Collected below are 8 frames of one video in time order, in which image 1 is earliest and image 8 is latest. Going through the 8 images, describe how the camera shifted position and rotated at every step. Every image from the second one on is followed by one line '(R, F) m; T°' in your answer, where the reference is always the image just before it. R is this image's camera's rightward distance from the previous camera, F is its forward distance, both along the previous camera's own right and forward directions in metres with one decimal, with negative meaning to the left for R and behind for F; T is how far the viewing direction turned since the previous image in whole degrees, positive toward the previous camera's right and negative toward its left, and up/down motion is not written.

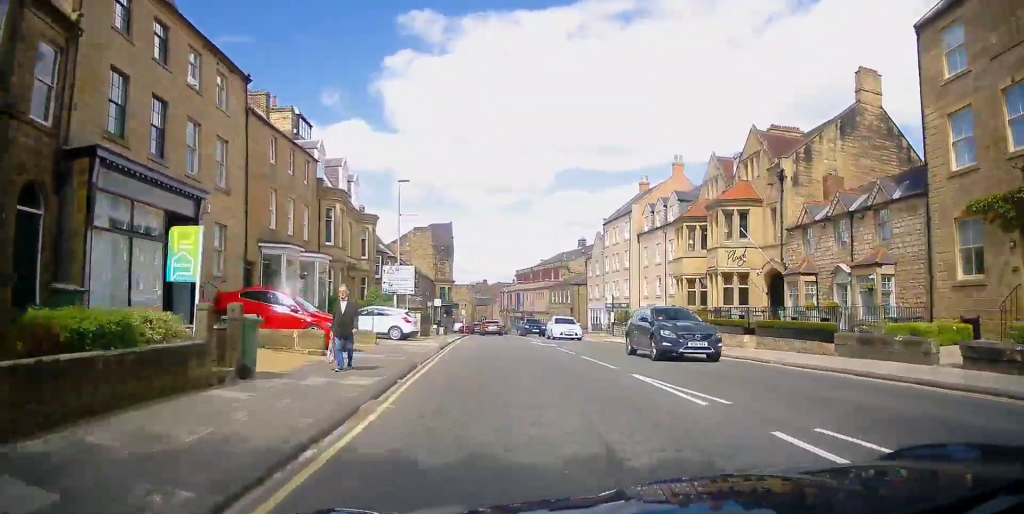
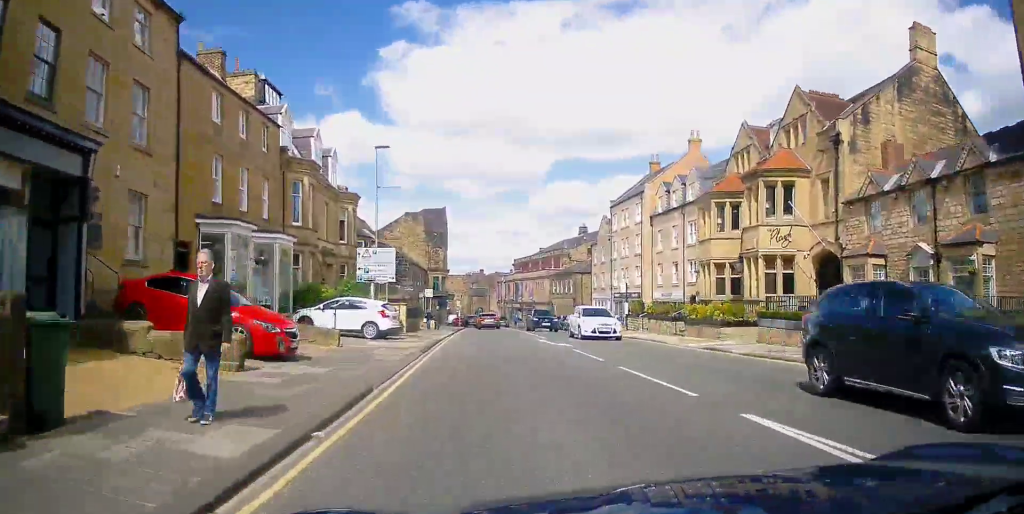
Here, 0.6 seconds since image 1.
(+0.2, +5.3) m; 0°
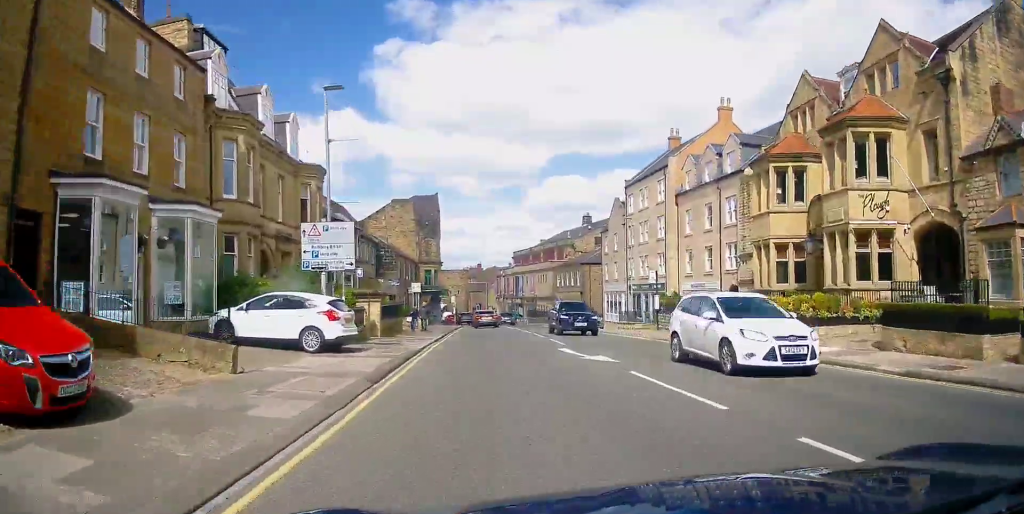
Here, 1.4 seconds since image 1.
(-0.1, +7.5) m; -1°
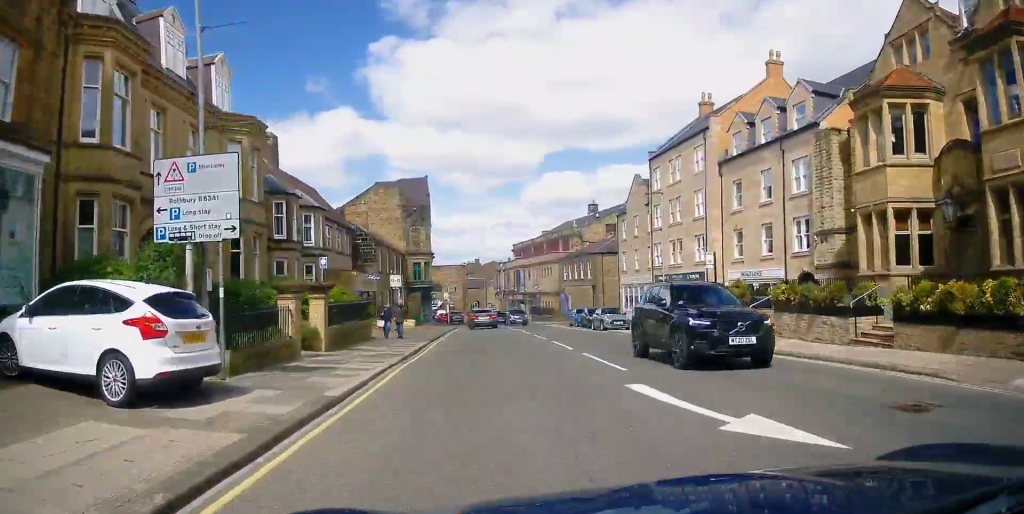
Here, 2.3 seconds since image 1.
(-0.1, +8.4) m; 0°
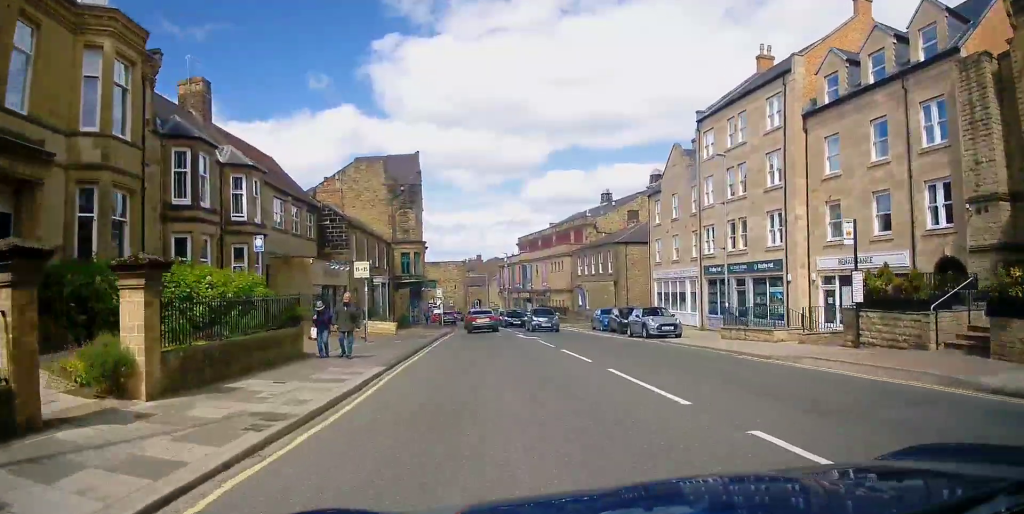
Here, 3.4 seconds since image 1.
(+0.1, +9.8) m; +1°
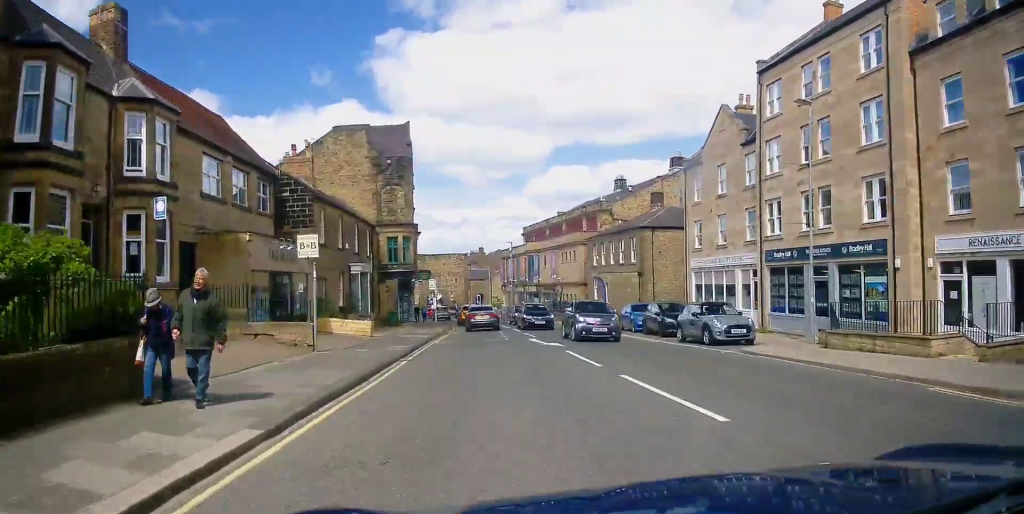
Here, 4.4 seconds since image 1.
(+0.1, +7.7) m; -2°
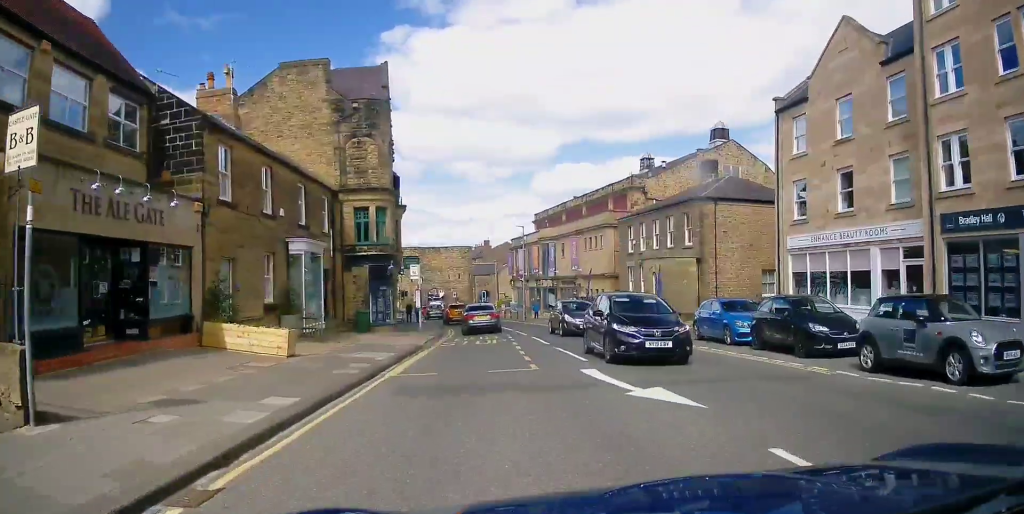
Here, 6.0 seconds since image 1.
(-0.5, +11.3) m; -1°
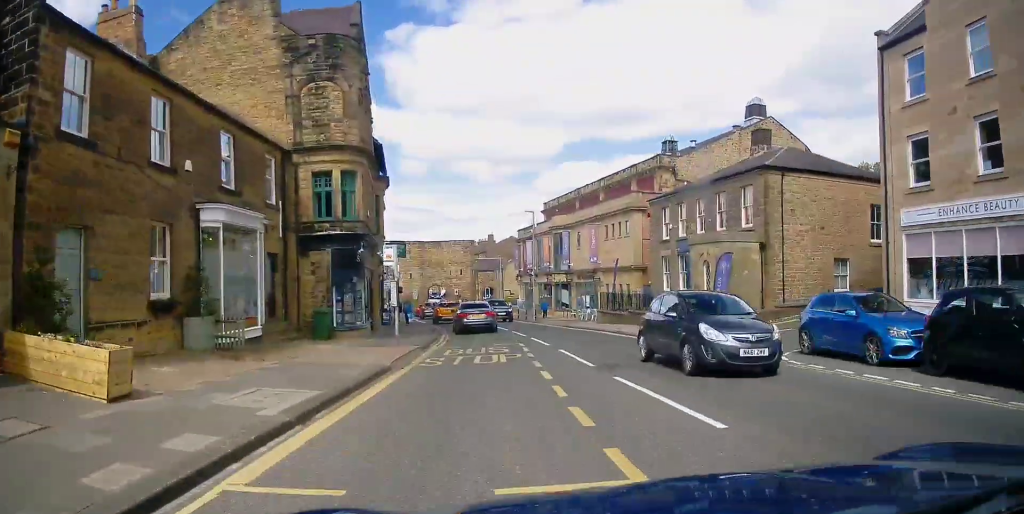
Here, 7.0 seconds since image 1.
(+0.5, +7.7) m; +1°
